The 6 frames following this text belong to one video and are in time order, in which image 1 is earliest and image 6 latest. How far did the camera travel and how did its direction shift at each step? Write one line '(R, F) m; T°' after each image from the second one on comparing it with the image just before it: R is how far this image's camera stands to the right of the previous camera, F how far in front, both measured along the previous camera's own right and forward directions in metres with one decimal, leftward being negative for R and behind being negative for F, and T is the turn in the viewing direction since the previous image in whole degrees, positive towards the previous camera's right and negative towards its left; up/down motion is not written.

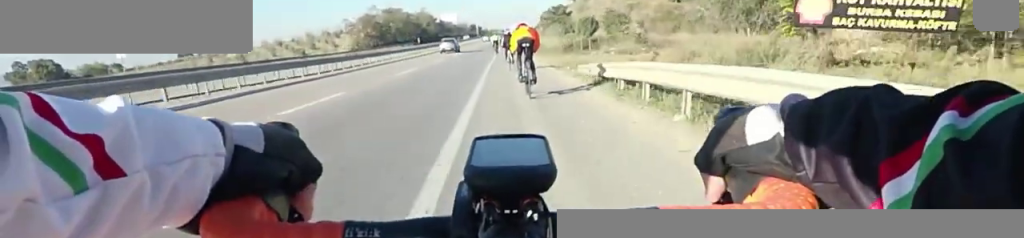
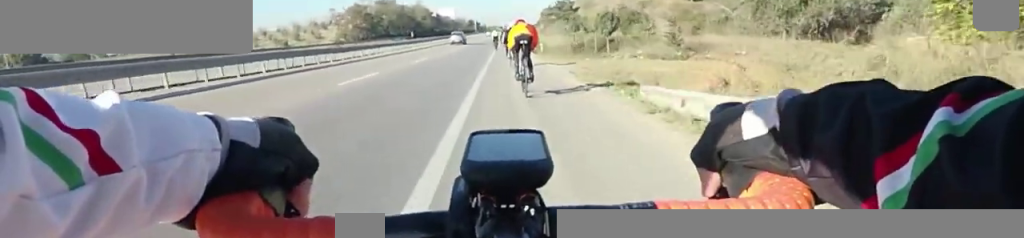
(0.0, +5.4) m; 0°
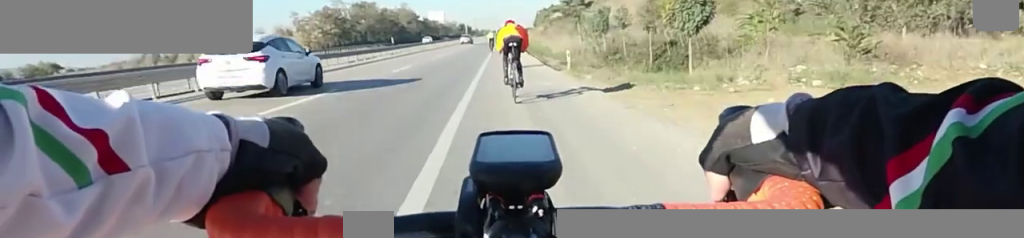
(0.0, +11.4) m; 0°
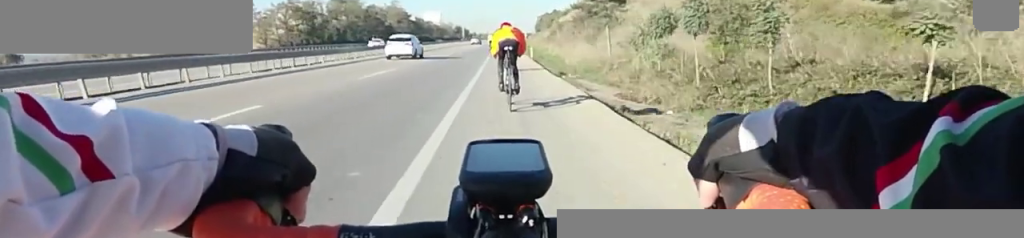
(0.0, +11.2) m; 0°
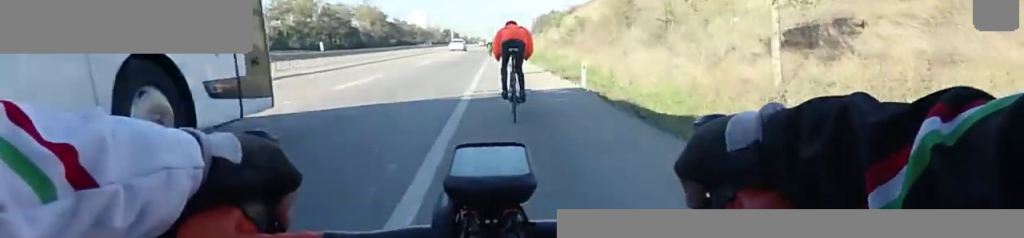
(0.0, +18.6) m; 0°
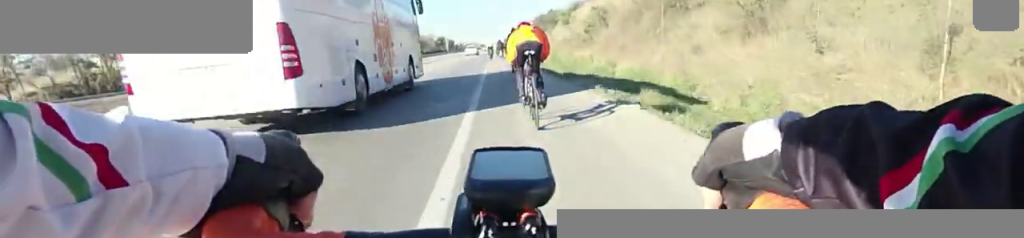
(0.0, +9.4) m; 0°
